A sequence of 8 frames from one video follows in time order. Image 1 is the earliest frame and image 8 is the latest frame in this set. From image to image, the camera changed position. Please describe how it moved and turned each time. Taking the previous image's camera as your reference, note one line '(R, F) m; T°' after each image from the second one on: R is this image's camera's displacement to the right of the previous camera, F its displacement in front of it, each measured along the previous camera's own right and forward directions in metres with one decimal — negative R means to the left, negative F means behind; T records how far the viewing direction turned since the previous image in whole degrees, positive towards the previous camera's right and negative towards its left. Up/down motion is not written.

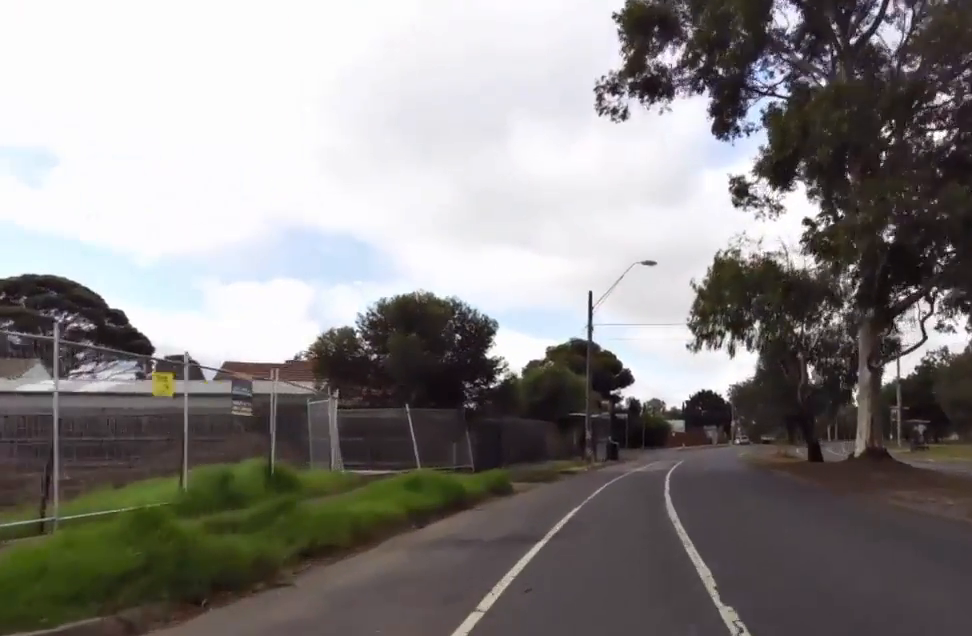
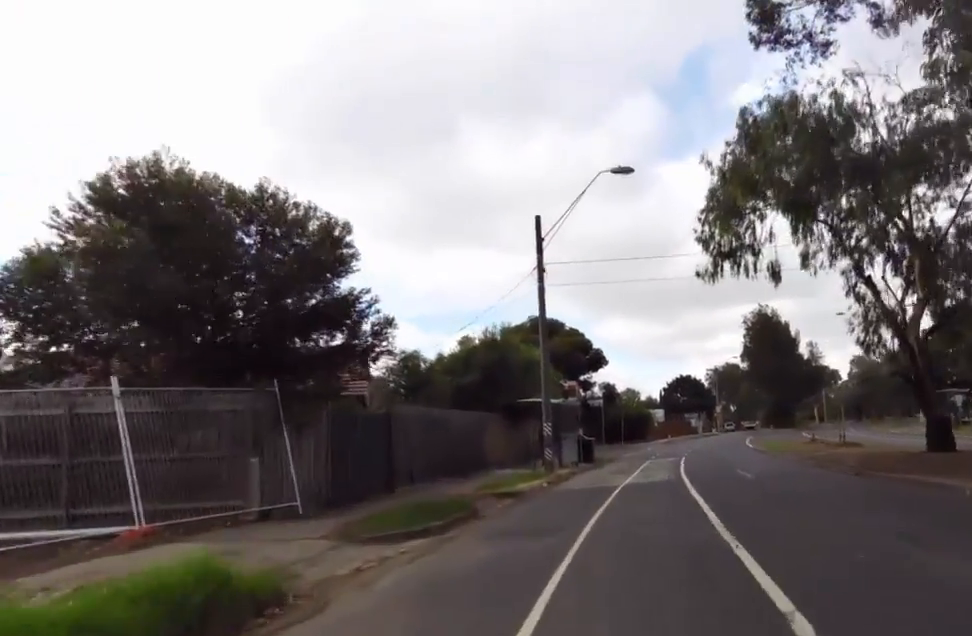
(+1.2, +11.6) m; +1°
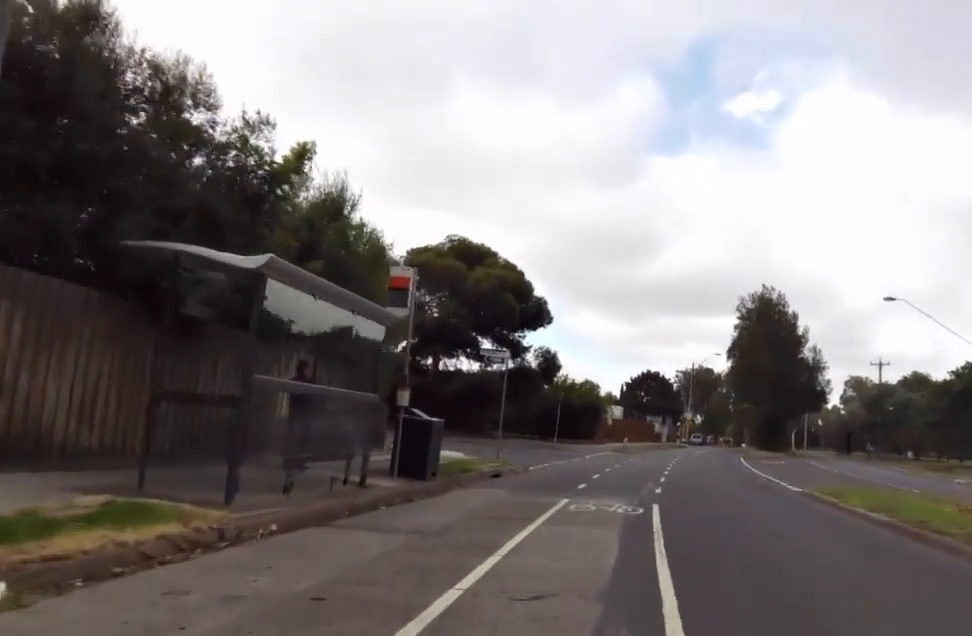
(+0.7, +19.3) m; +7°
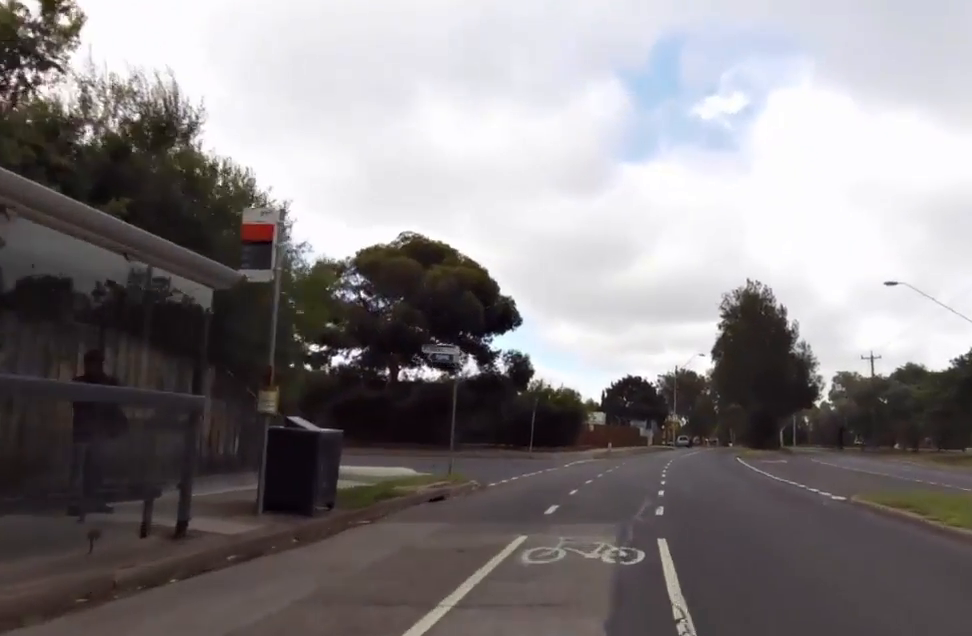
(-0.4, +4.4) m; 0°
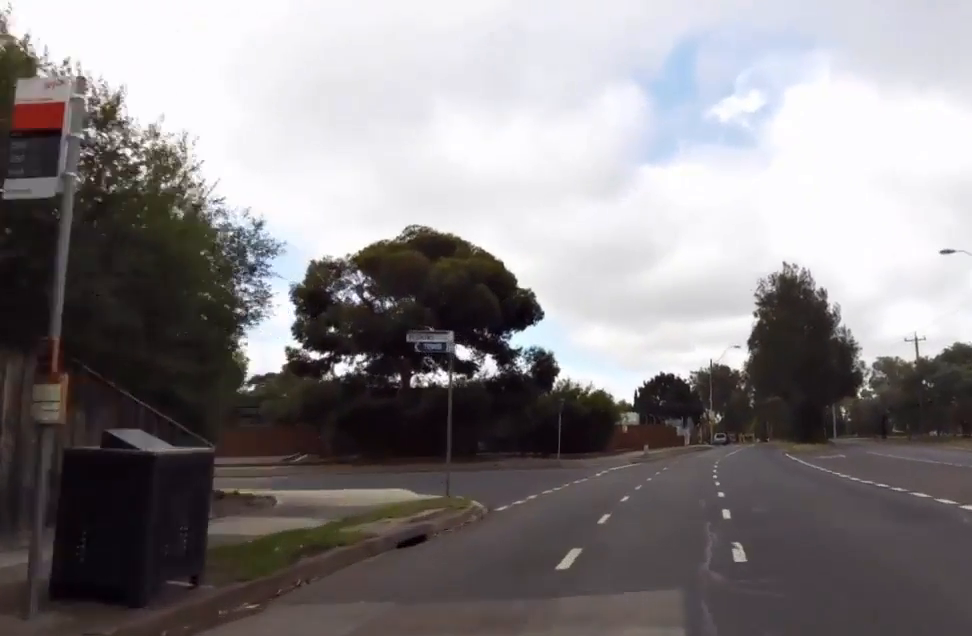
(+0.3, +3.8) m; 0°
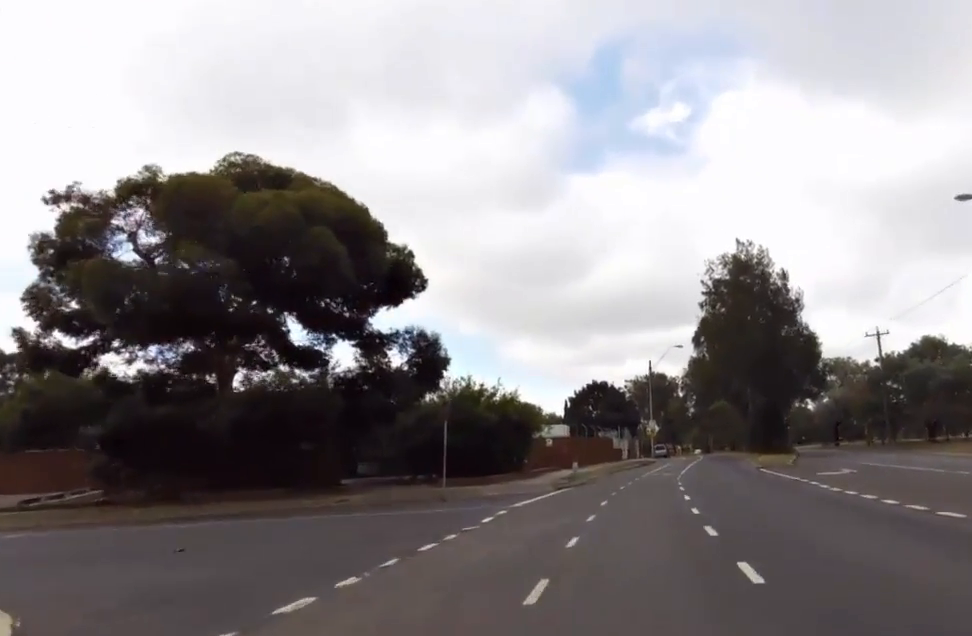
(0.0, +10.3) m; 0°
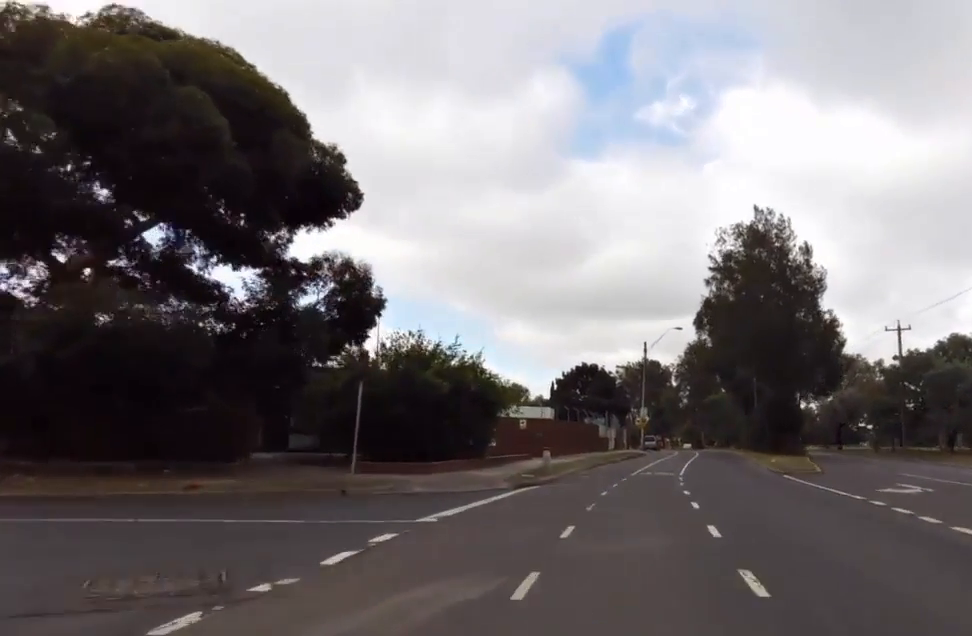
(-0.1, +6.6) m; +2°
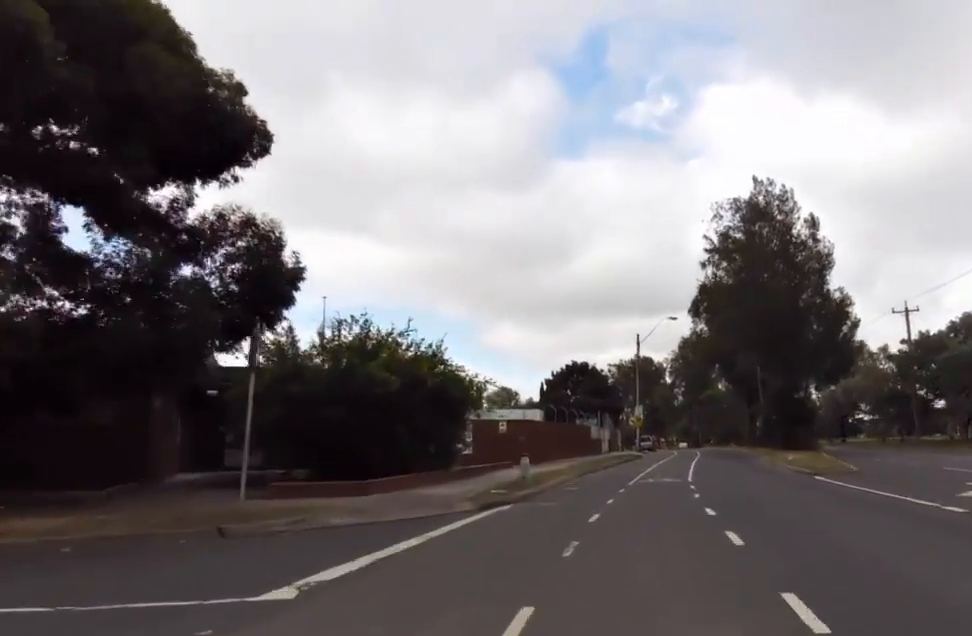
(+0.2, +4.2) m; +3°
